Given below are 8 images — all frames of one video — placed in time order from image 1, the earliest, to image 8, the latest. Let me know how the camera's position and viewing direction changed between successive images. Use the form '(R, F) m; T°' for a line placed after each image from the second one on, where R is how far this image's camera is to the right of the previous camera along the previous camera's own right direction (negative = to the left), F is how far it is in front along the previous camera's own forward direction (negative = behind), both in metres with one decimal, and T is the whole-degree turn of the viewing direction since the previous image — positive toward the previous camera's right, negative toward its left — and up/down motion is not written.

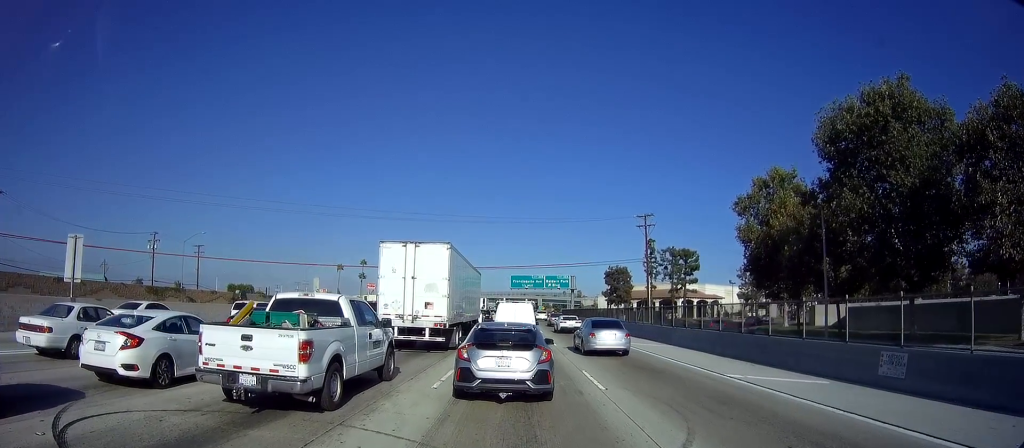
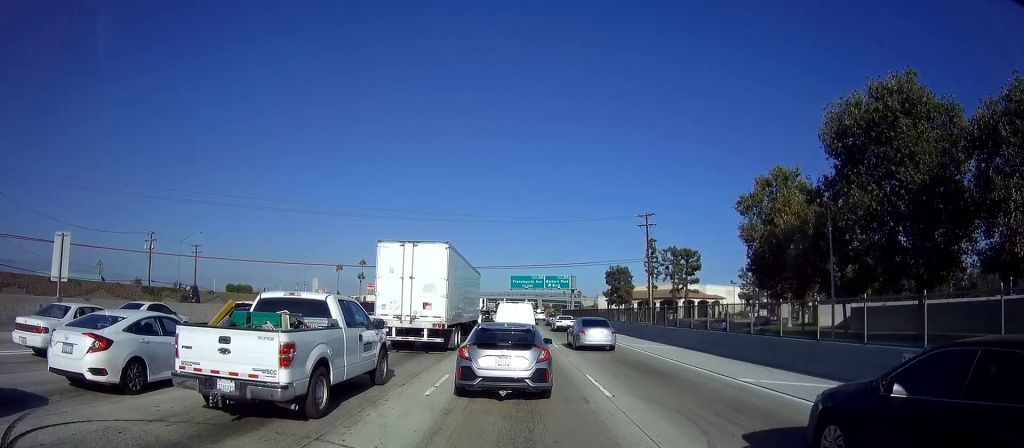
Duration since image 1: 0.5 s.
(0.0, +1.0) m; +3°
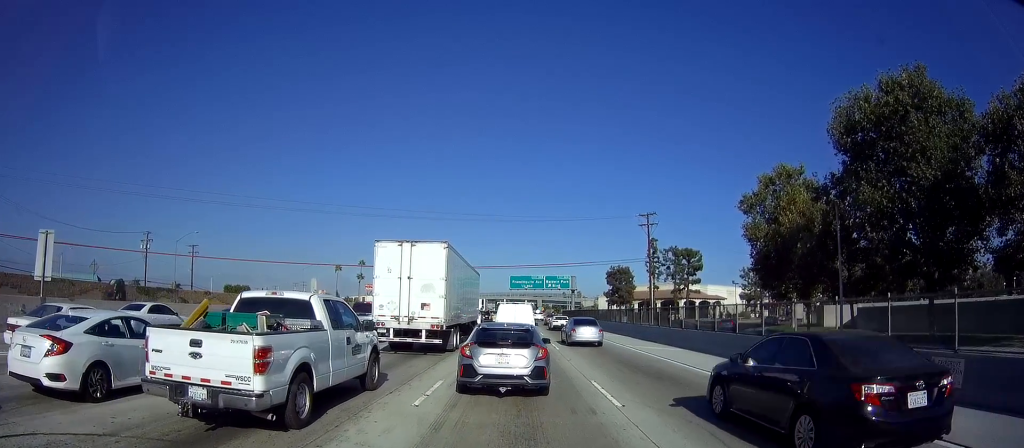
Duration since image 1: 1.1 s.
(+0.1, +1.3) m; 0°
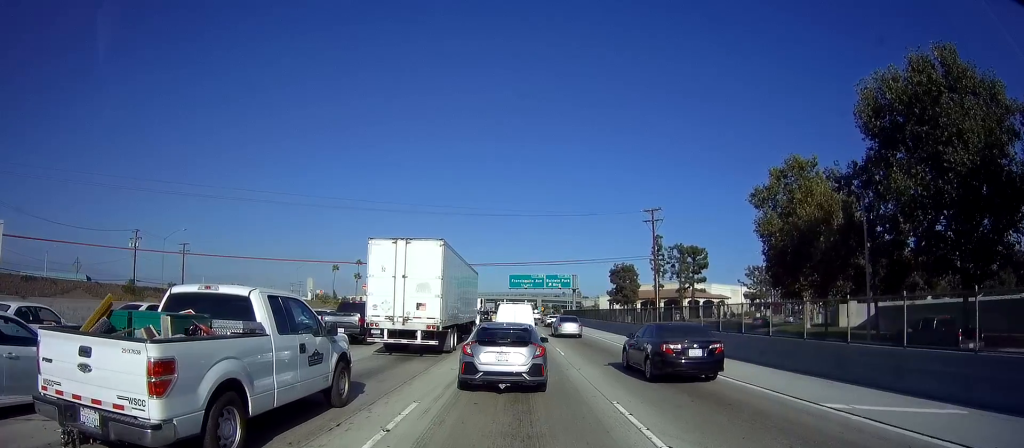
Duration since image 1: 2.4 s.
(-0.1, +3.6) m; -3°
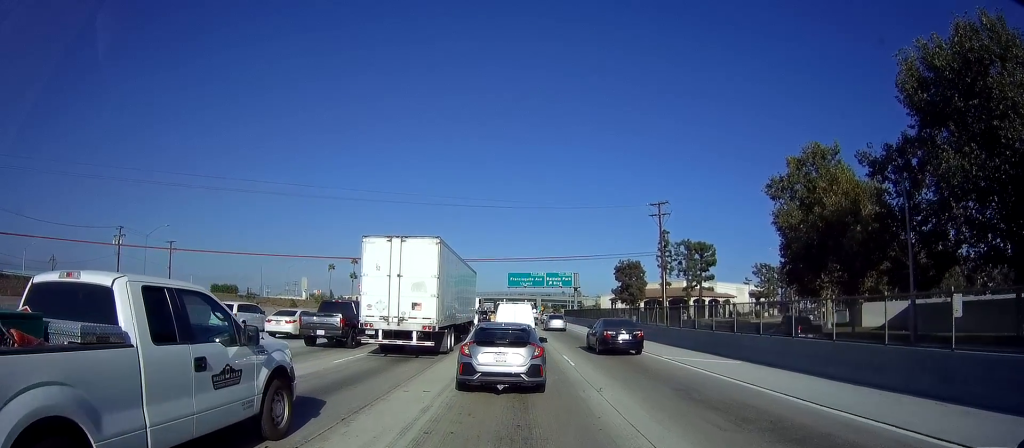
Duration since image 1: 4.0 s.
(0.0, +4.6) m; 0°
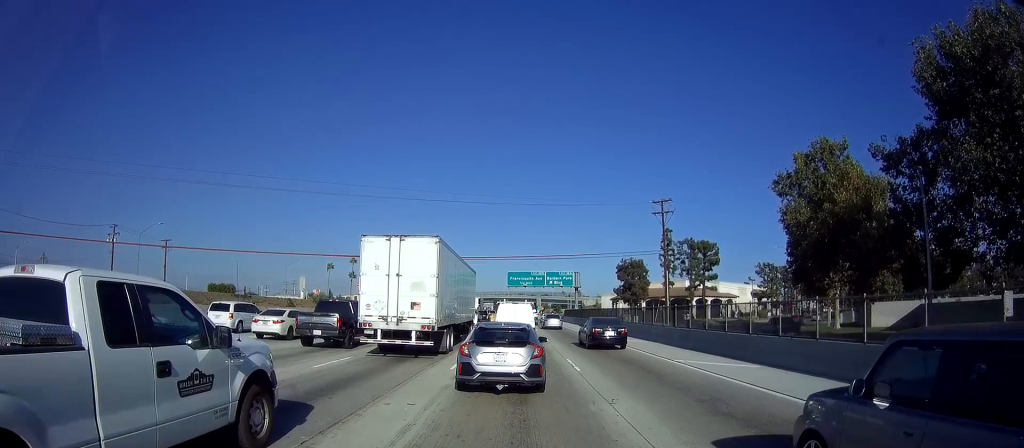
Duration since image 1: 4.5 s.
(0.0, +1.6) m; 0°
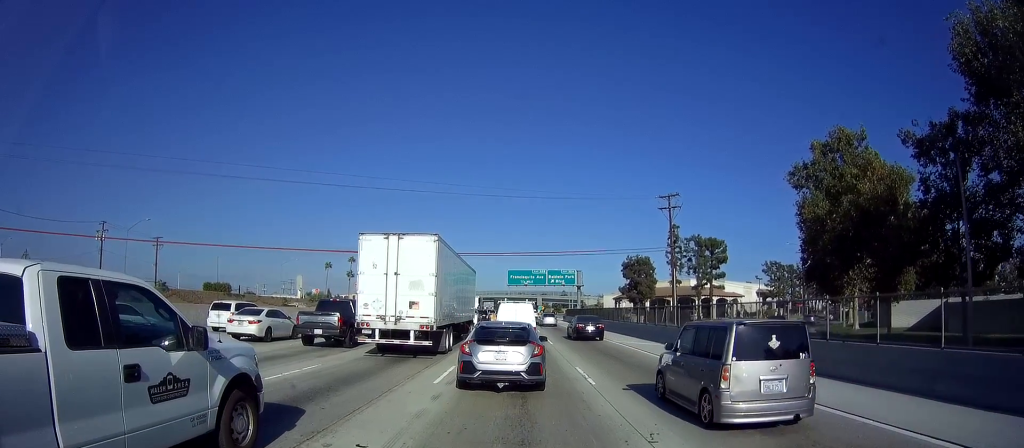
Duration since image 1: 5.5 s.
(0.0, +3.0) m; +3°
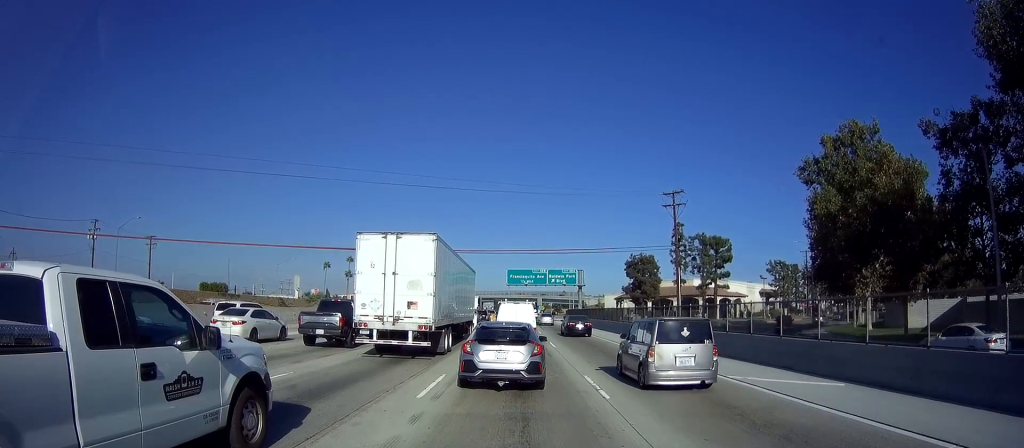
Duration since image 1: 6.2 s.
(+0.2, +2.0) m; 0°
